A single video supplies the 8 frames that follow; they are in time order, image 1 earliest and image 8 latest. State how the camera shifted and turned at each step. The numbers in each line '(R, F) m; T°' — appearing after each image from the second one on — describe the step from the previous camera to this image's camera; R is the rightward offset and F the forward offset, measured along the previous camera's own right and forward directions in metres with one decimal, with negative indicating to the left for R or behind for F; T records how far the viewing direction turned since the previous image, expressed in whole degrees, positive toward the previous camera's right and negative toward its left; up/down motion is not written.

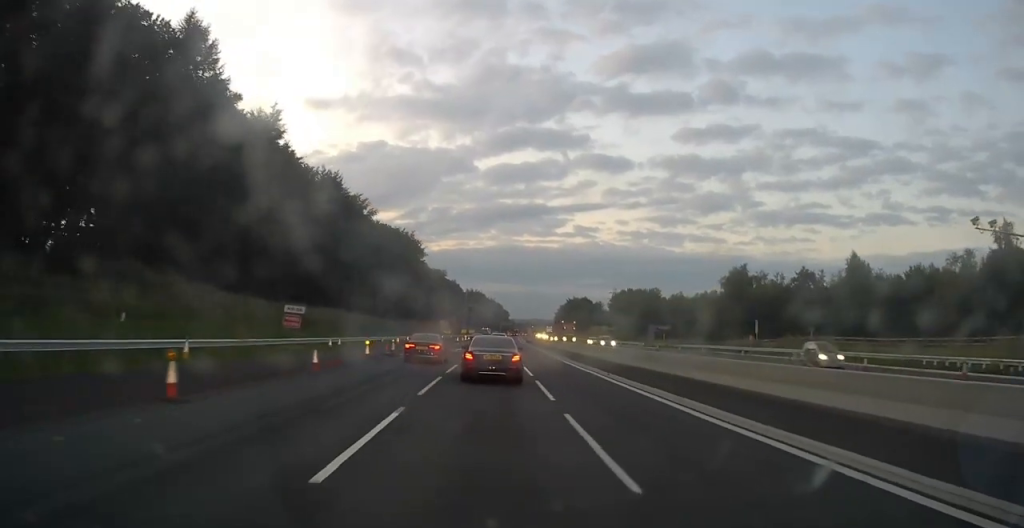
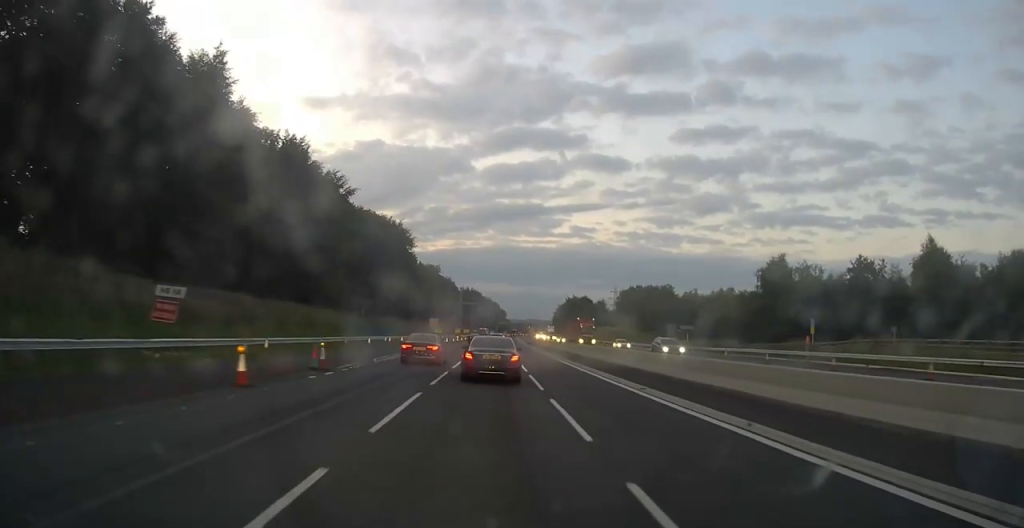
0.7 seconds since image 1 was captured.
(0.0, +15.0) m; 0°
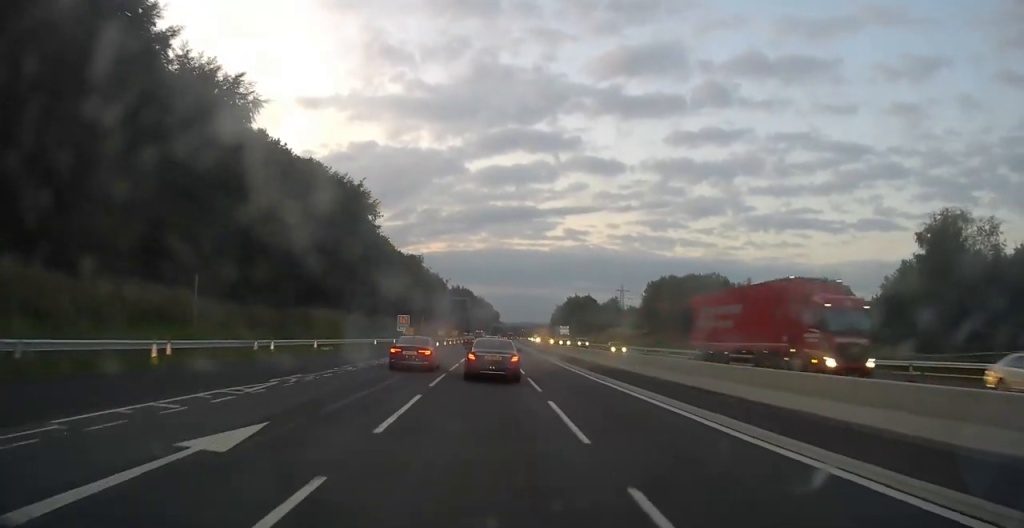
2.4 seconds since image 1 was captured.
(+0.3, +36.3) m; +1°
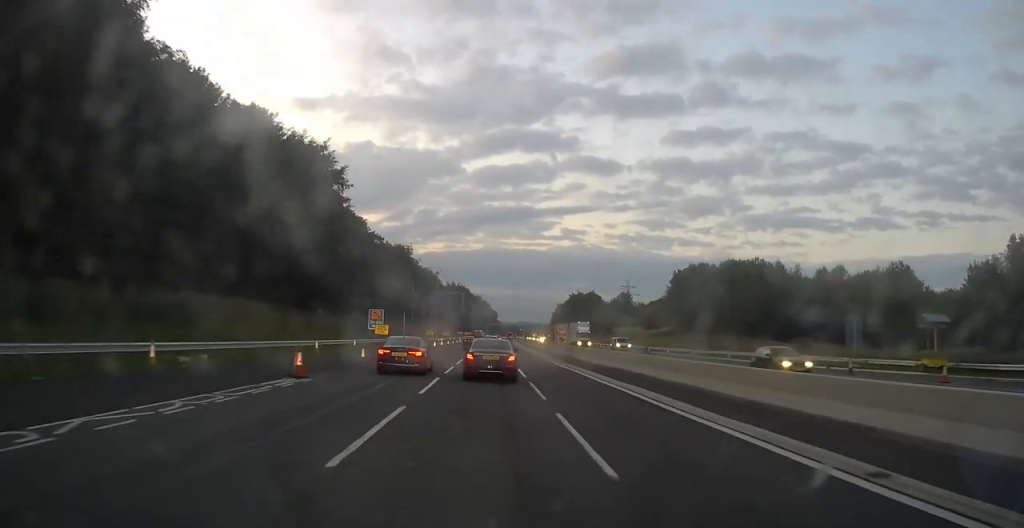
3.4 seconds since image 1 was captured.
(-0.1, +20.8) m; 0°
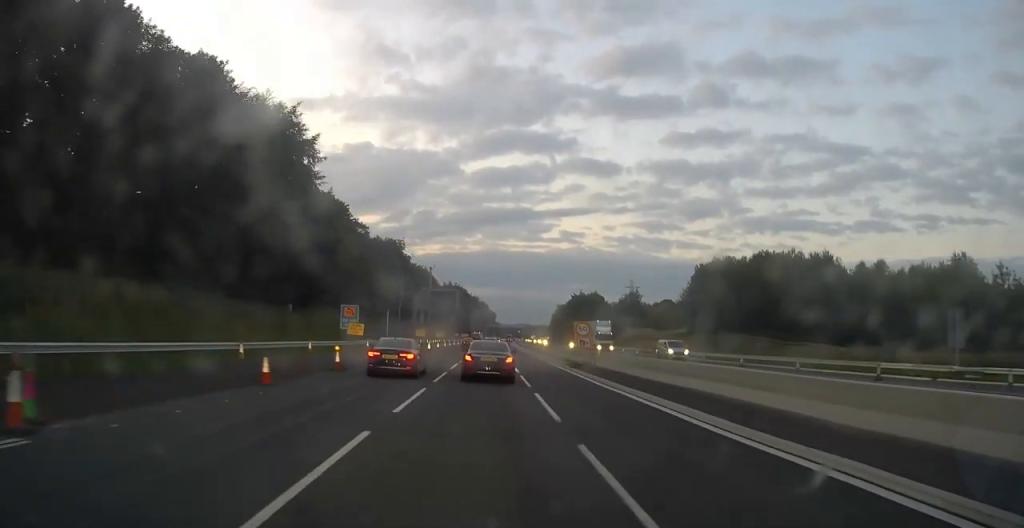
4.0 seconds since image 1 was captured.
(0.0, +13.0) m; 0°
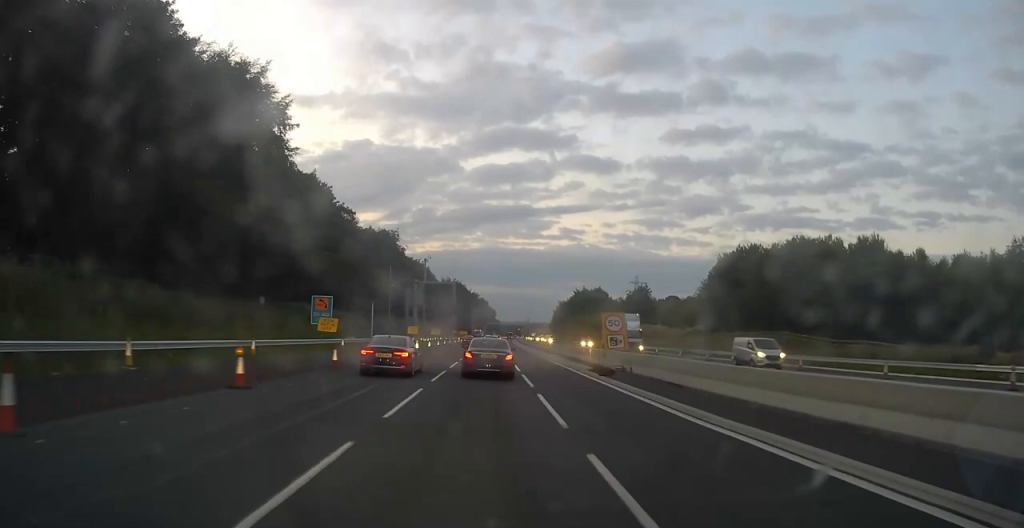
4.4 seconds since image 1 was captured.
(0.0, +10.2) m; 0°
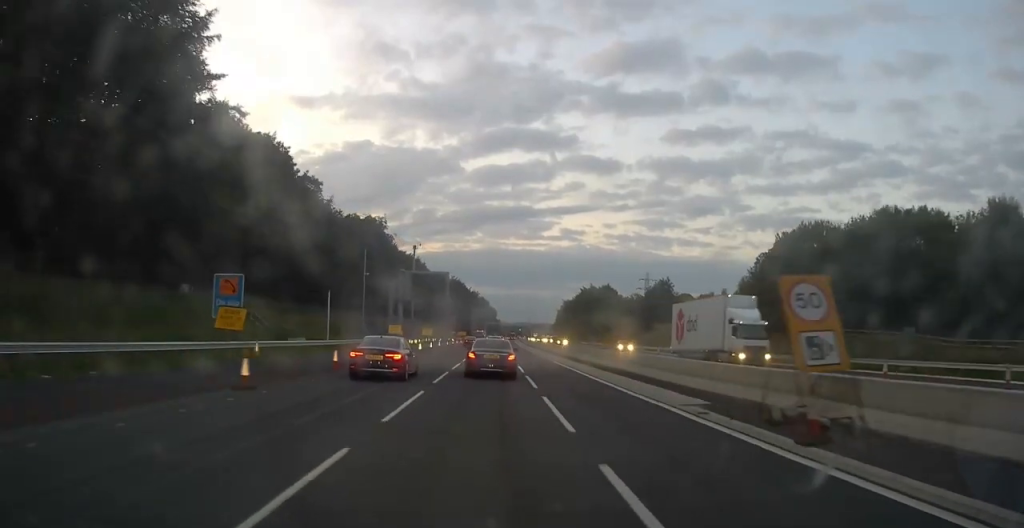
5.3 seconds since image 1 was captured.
(+0.1, +18.9) m; 0°
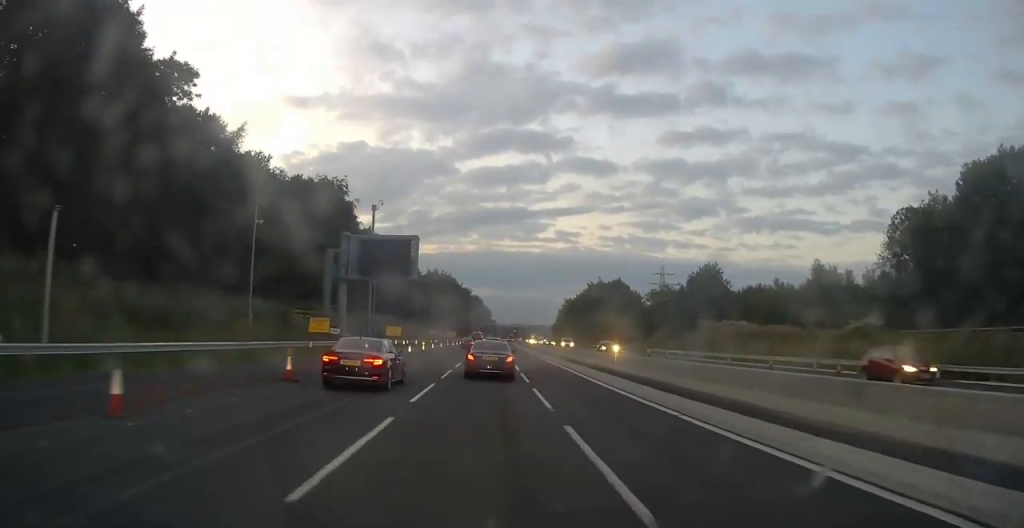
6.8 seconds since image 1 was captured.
(-0.1, +32.8) m; 0°
